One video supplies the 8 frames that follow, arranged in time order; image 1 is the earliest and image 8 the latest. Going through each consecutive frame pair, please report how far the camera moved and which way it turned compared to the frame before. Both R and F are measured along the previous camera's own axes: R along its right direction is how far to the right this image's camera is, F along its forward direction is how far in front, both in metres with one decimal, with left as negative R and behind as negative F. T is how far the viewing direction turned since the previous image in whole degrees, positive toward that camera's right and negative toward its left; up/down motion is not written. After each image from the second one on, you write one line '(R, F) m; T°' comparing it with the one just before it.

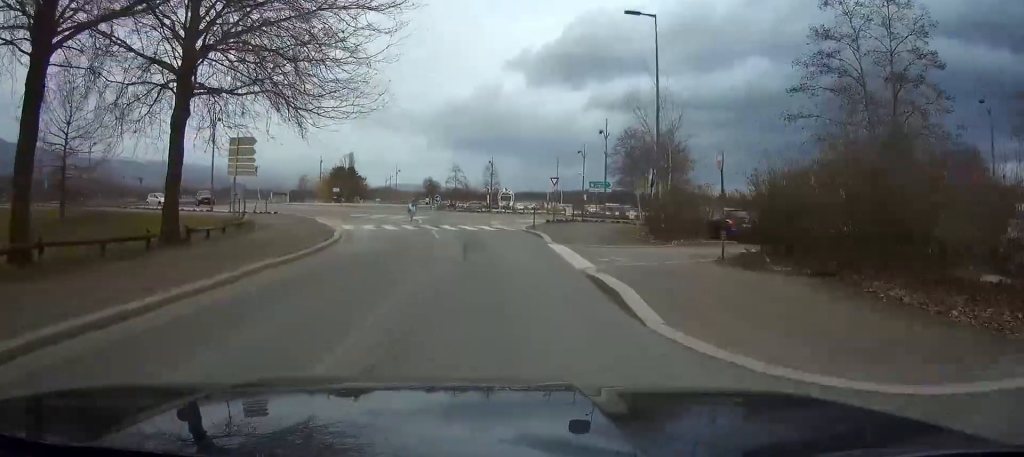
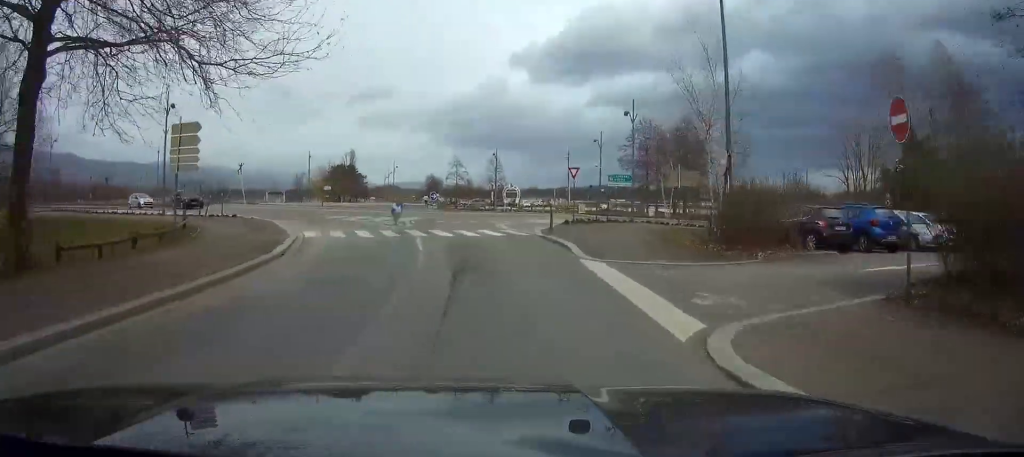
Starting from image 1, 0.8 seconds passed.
(0.0, +7.8) m; -1°
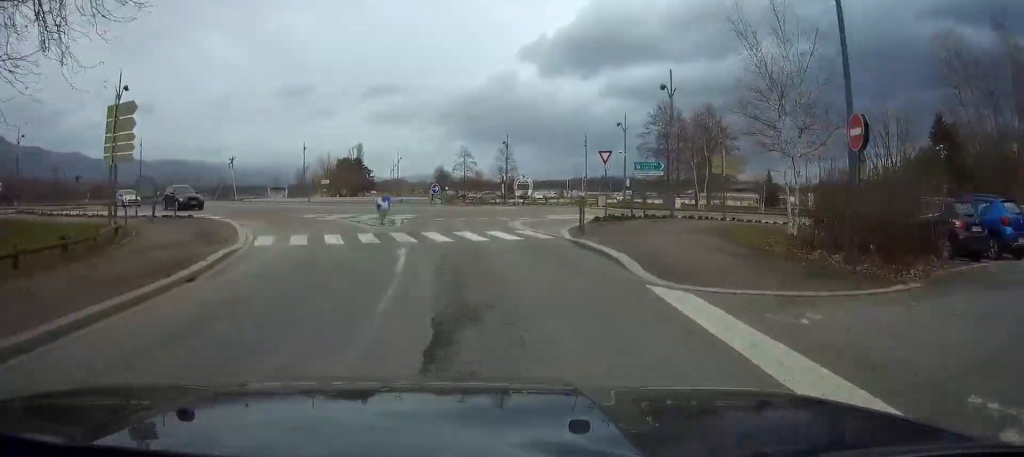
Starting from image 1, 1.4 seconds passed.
(-0.1, +6.4) m; -1°
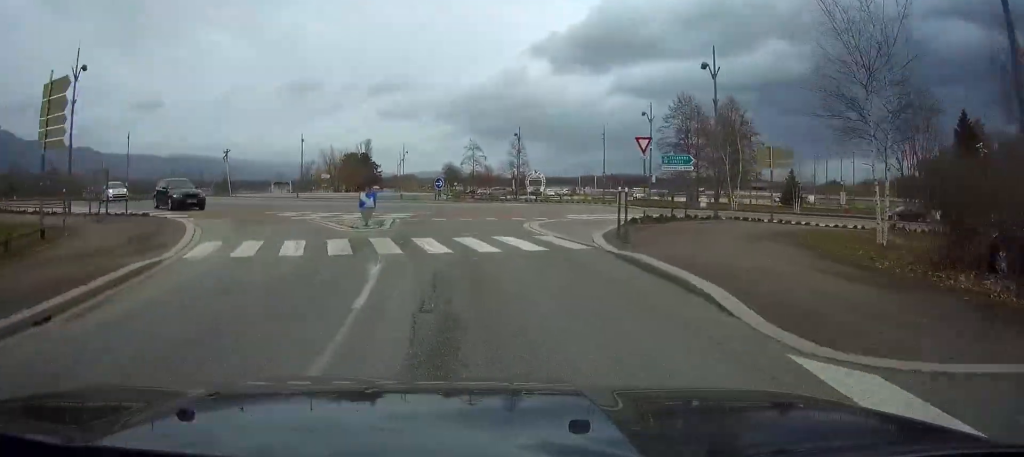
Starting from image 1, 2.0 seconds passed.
(-0.1, +4.9) m; 0°
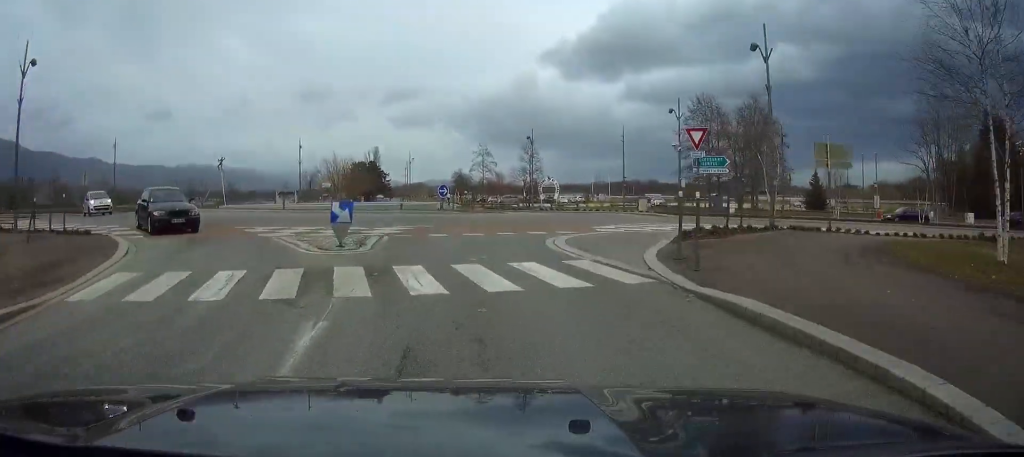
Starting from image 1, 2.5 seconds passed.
(+0.1, +4.2) m; +1°
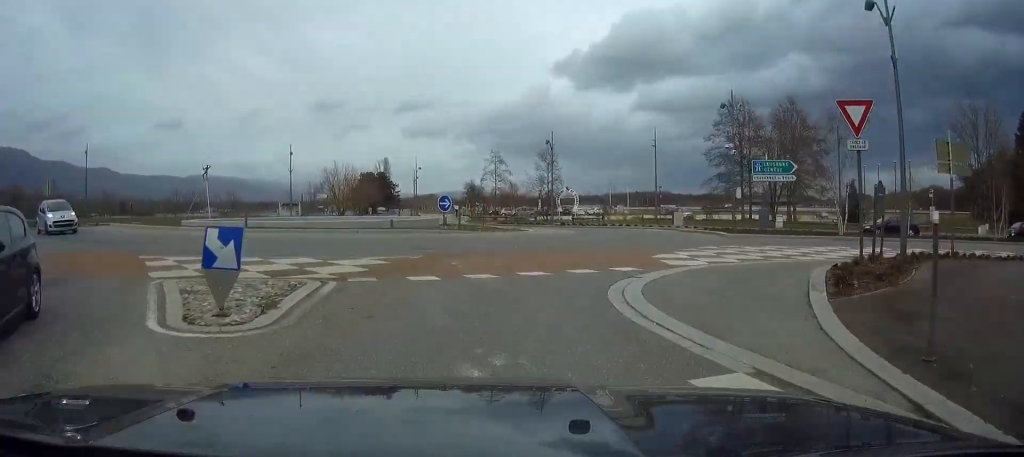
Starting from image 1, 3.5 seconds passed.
(+0.1, +7.1) m; +2°
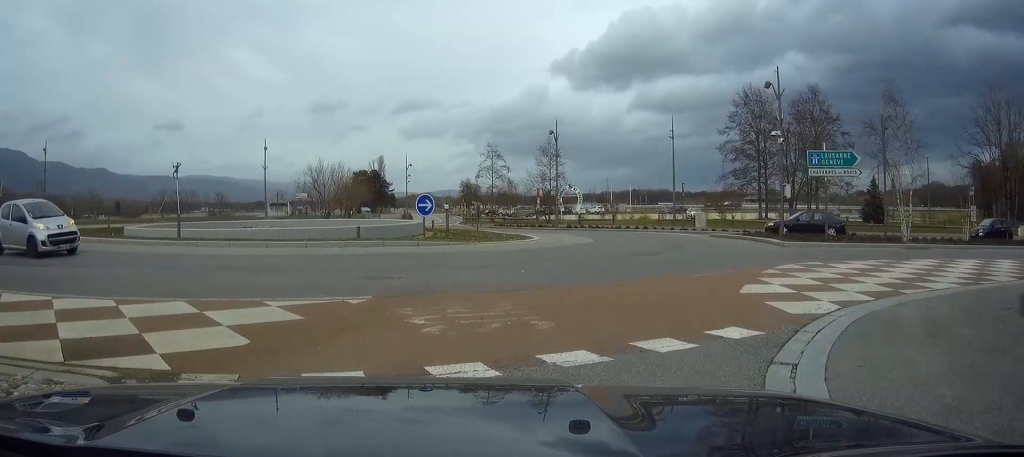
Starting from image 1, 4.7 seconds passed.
(+0.1, +6.5) m; +1°
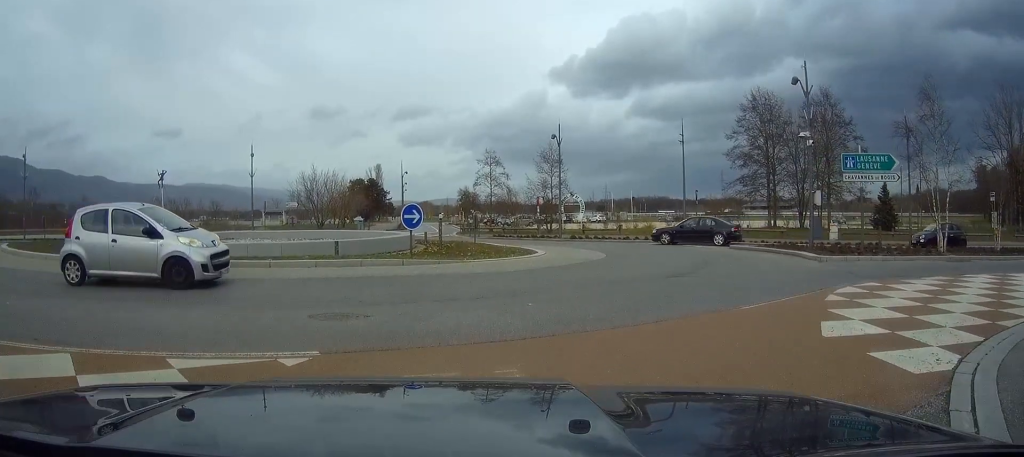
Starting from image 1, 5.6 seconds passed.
(0.0, +2.7) m; -1°
